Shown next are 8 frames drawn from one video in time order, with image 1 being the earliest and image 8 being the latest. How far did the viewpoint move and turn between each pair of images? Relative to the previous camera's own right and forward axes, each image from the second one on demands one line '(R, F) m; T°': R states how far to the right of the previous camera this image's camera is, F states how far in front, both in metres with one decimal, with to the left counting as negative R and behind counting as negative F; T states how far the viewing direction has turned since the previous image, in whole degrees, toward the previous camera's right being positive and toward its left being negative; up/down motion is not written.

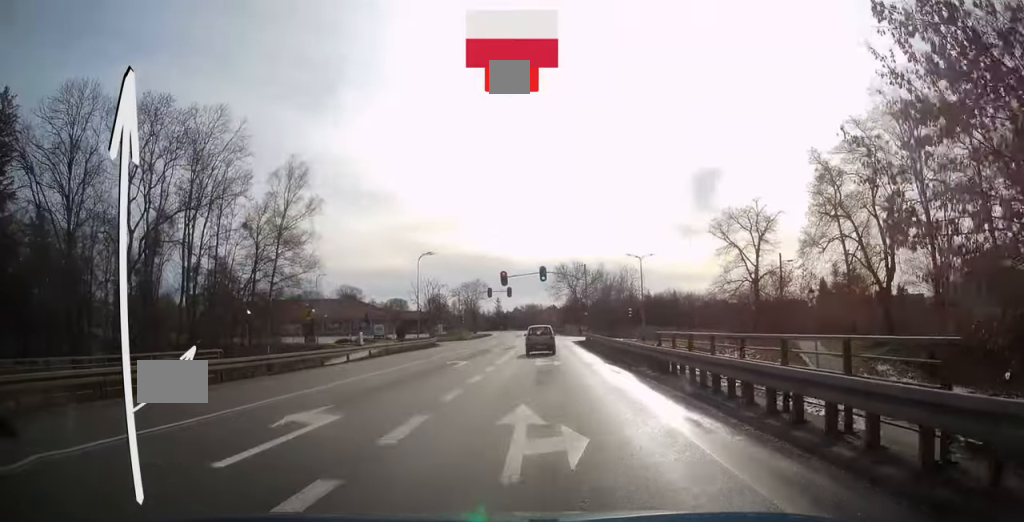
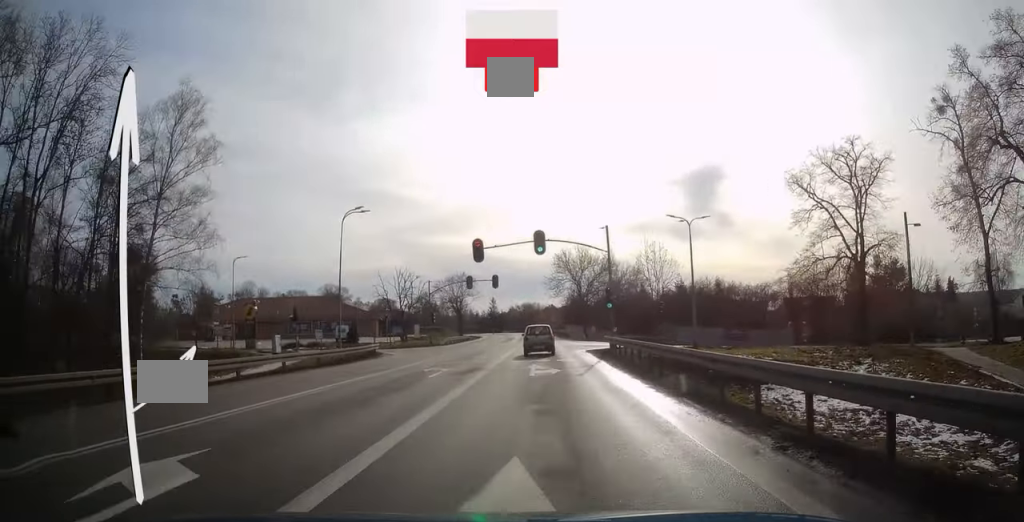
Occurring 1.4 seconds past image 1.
(0.0, +20.4) m; 0°
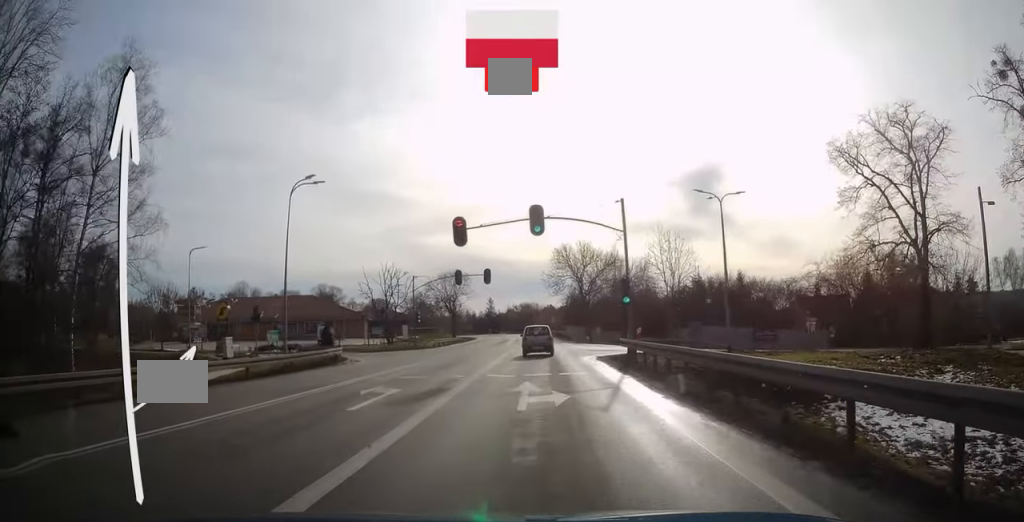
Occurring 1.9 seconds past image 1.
(0.0, +7.2) m; 0°
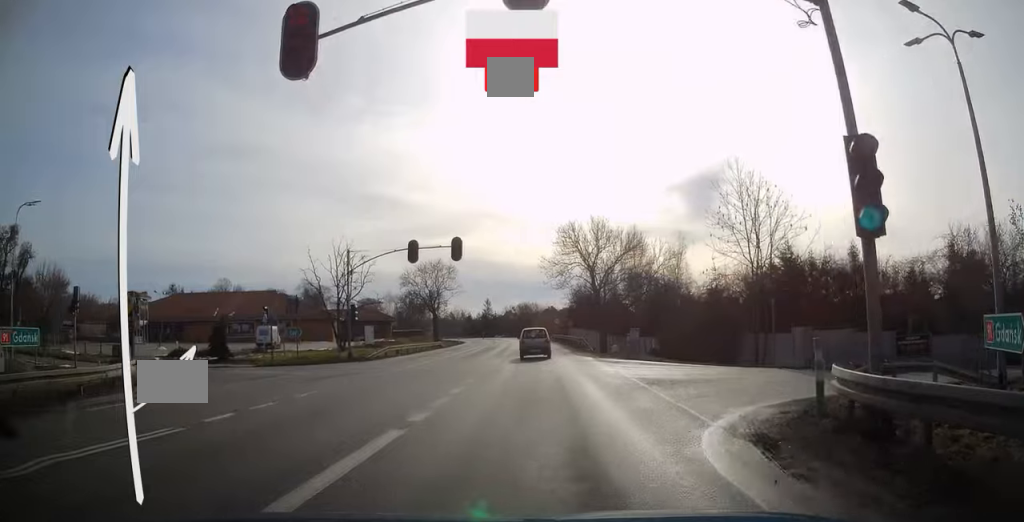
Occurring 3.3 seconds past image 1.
(0.0, +19.4) m; 0°
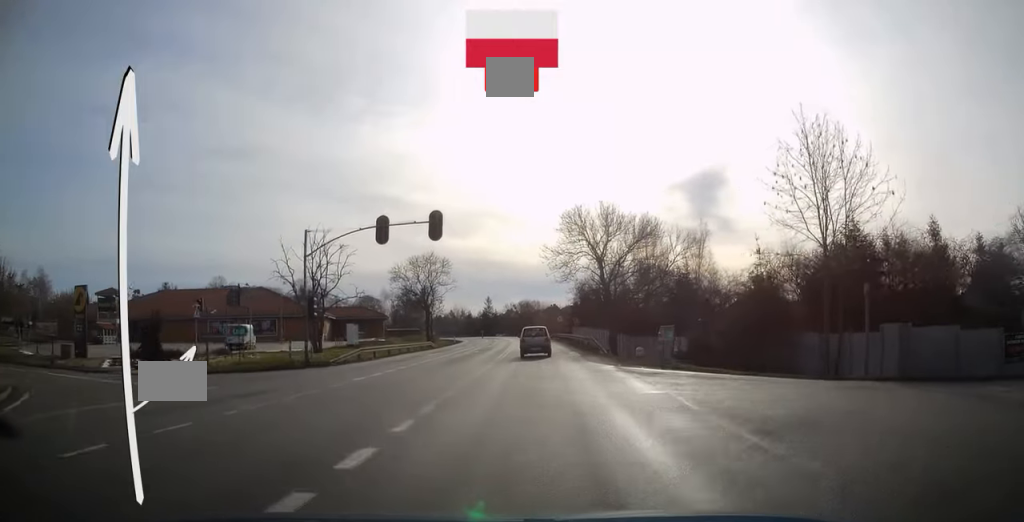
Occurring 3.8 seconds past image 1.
(0.0, +7.3) m; 0°
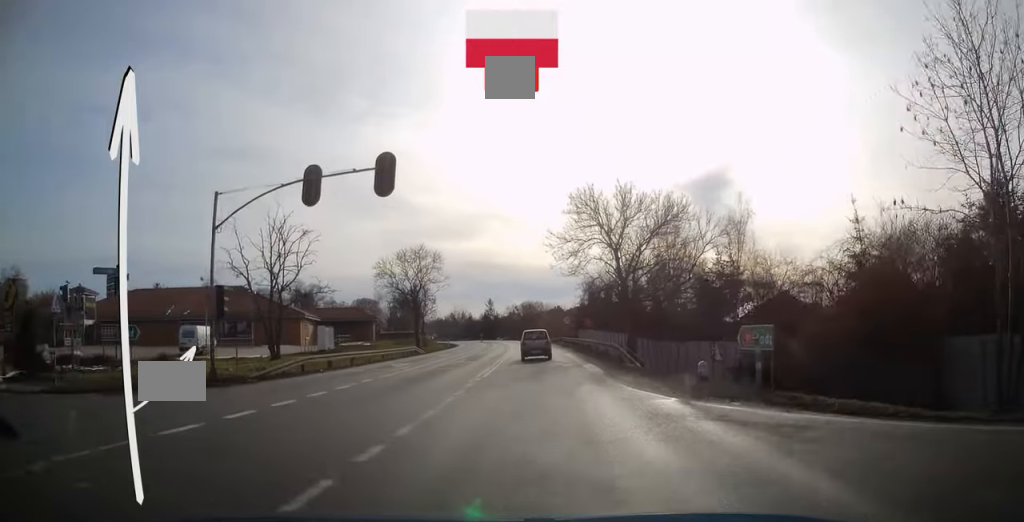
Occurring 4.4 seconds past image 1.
(0.0, +9.5) m; 0°
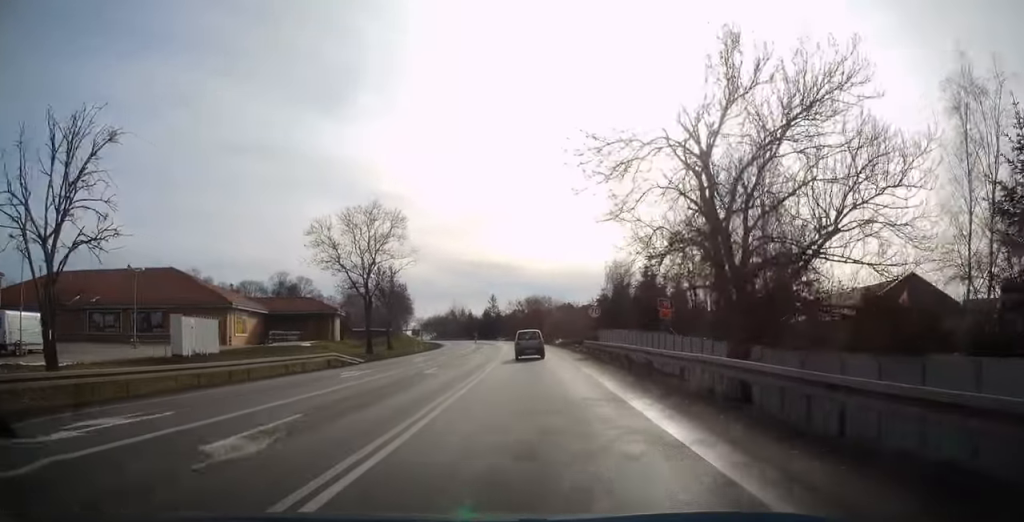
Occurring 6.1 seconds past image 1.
(0.0, +23.5) m; -1°
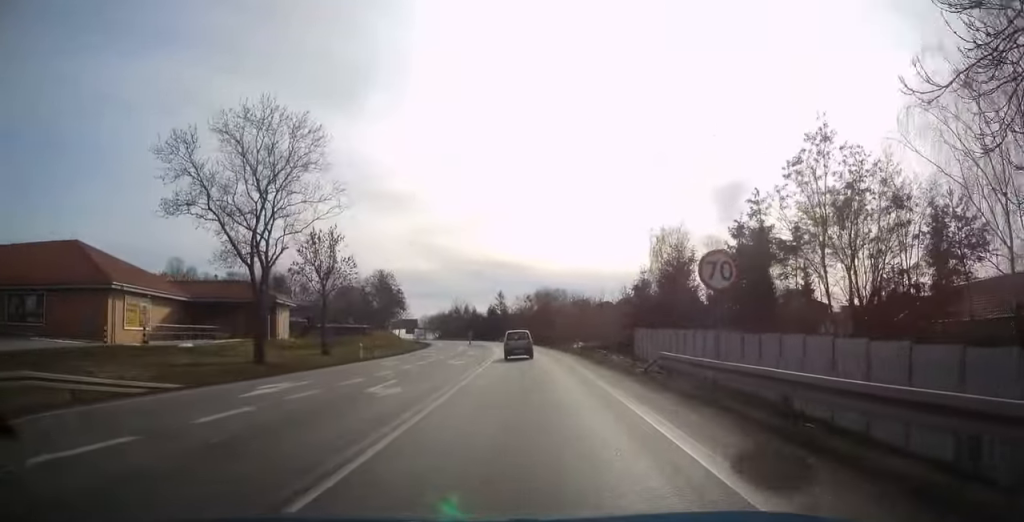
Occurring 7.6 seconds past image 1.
(-0.4, +22.0) m; -2°
